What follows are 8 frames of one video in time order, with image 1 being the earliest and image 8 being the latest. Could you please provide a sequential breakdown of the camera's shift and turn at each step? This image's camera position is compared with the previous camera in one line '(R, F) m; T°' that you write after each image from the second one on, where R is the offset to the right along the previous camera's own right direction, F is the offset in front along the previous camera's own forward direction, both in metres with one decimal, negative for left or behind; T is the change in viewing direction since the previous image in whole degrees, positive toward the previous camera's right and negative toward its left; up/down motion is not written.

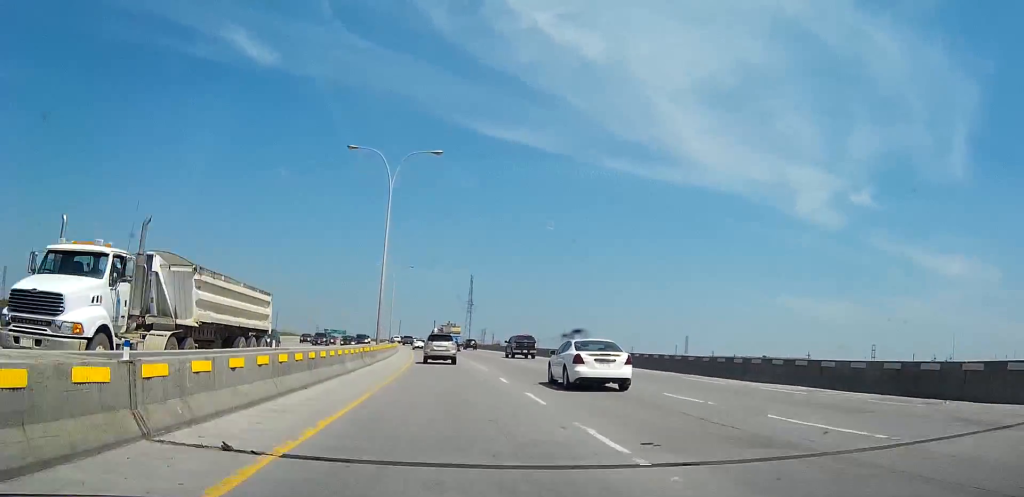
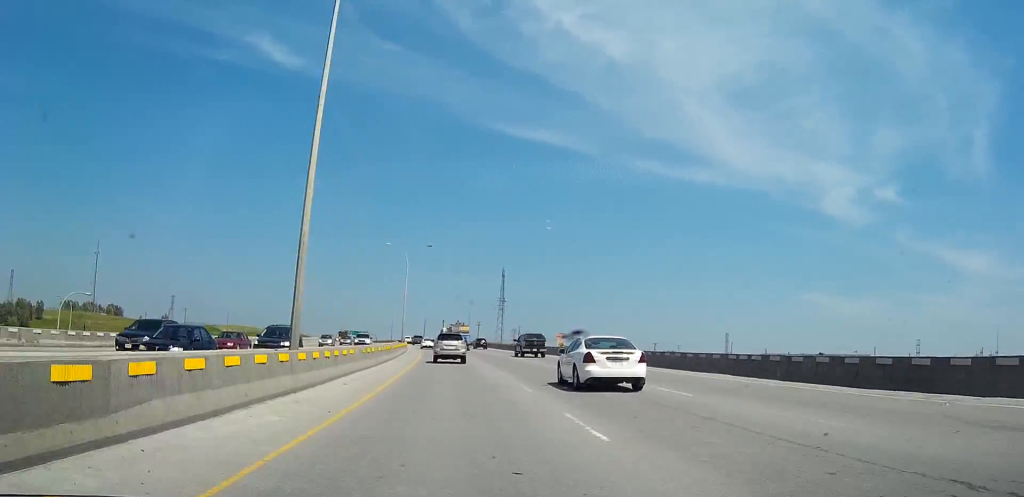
(0.0, +31.9) m; 0°
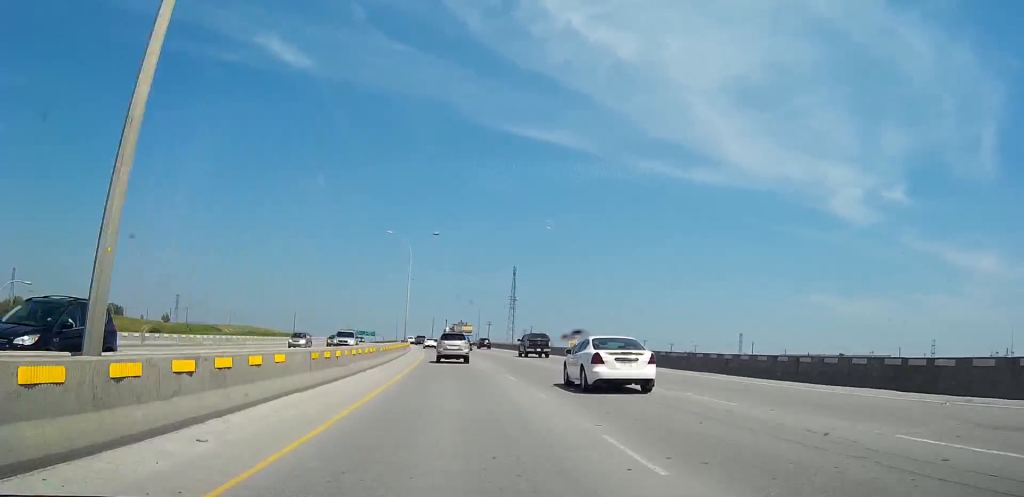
(0.0, +11.6) m; 0°
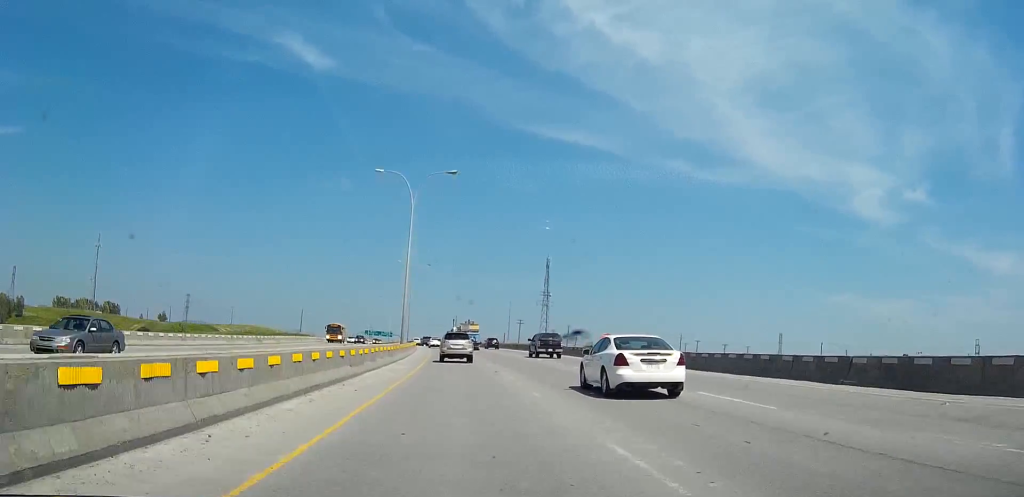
(0.0, +36.1) m; 0°
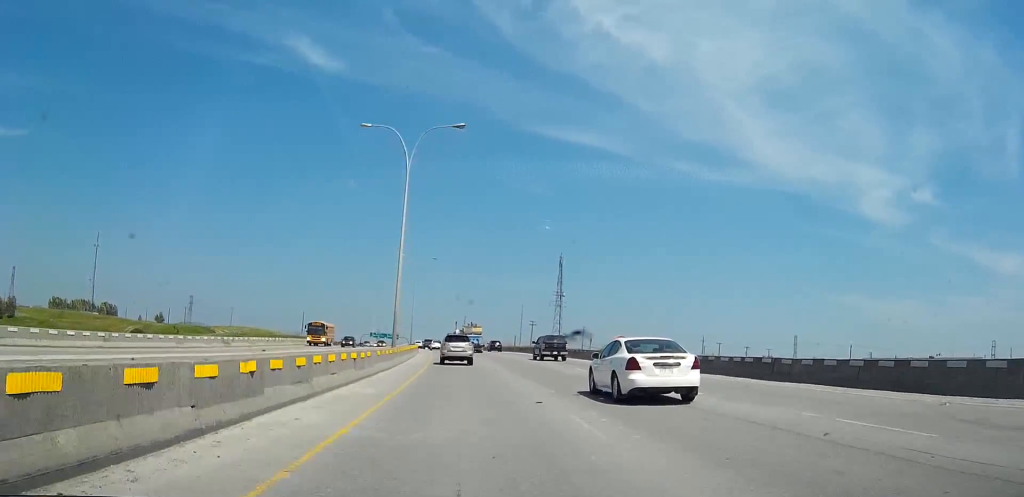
(0.0, +13.7) m; 0°
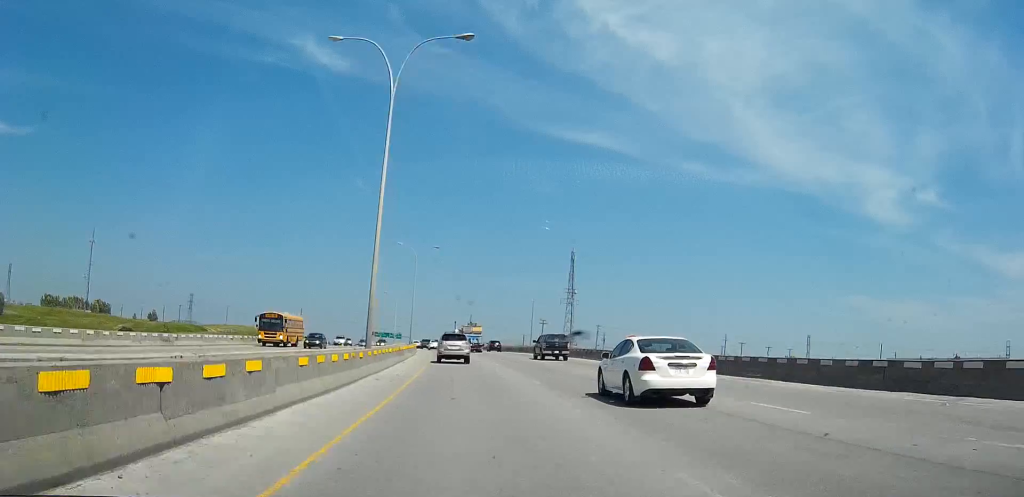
(0.0, +14.7) m; 0°
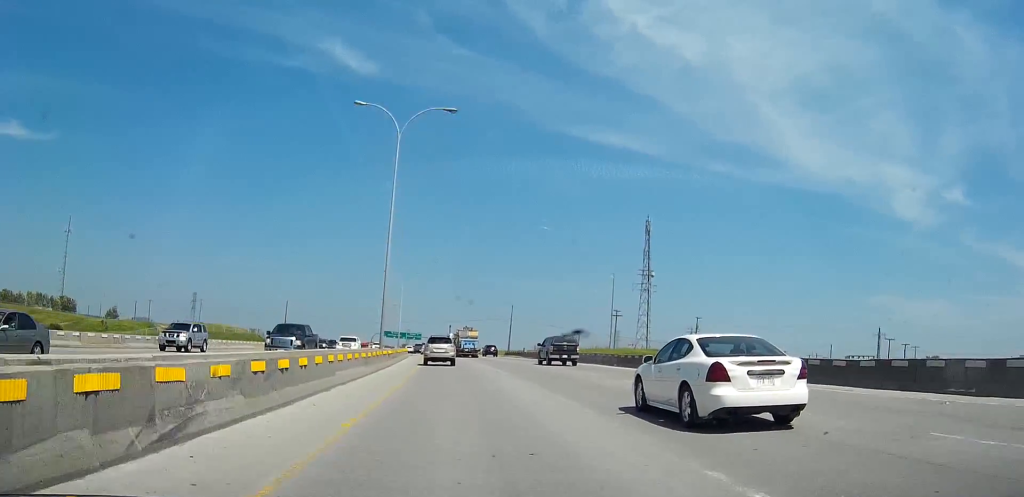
(-0.4, +68.0) m; -6°
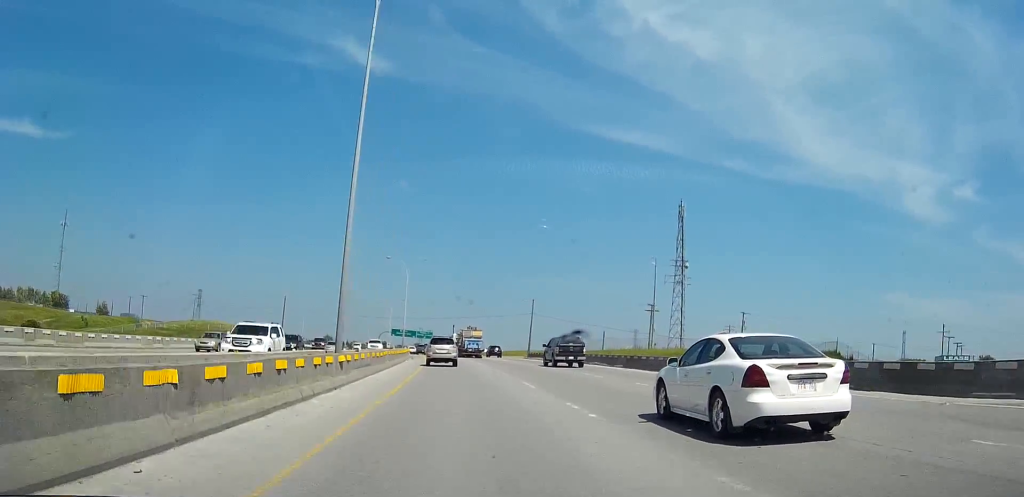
(-1.0, +18.4) m; -5°
